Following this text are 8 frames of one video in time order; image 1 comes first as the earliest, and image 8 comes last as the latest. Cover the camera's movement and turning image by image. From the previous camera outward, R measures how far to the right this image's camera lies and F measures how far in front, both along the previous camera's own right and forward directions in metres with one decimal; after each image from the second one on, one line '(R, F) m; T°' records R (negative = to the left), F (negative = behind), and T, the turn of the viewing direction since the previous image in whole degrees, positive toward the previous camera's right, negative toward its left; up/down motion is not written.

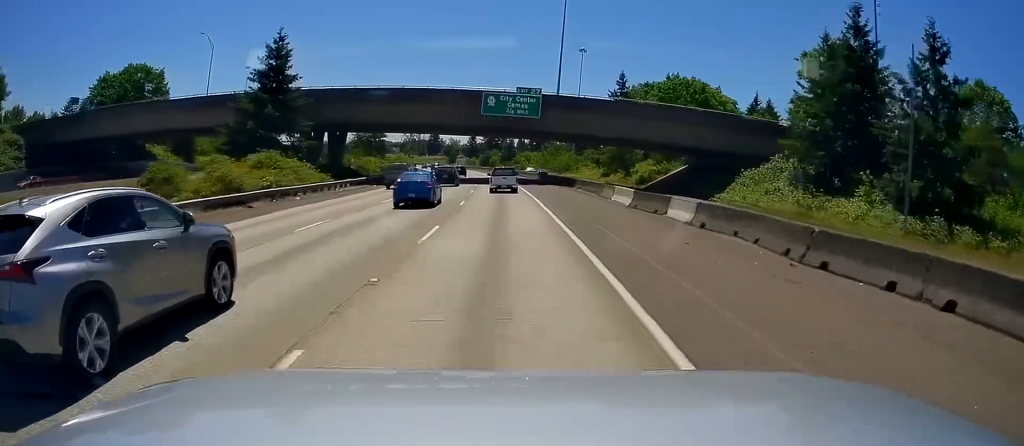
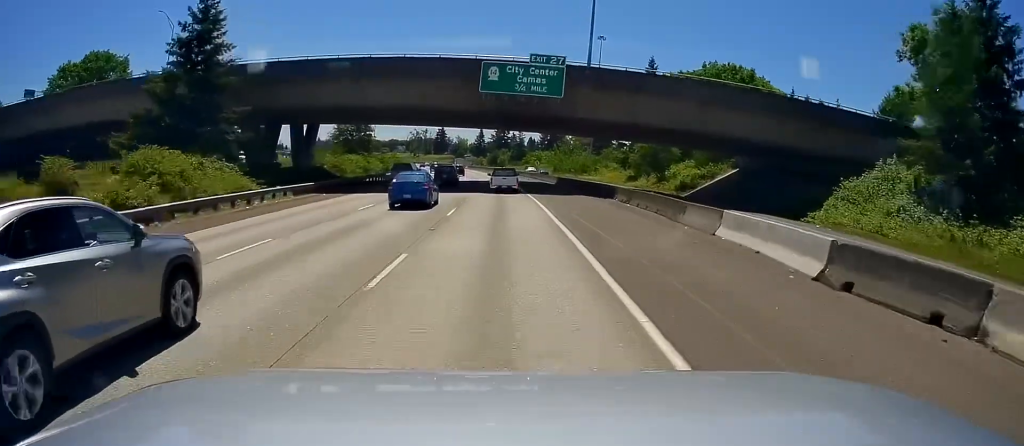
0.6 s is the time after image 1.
(+0.1, +16.9) m; 0°
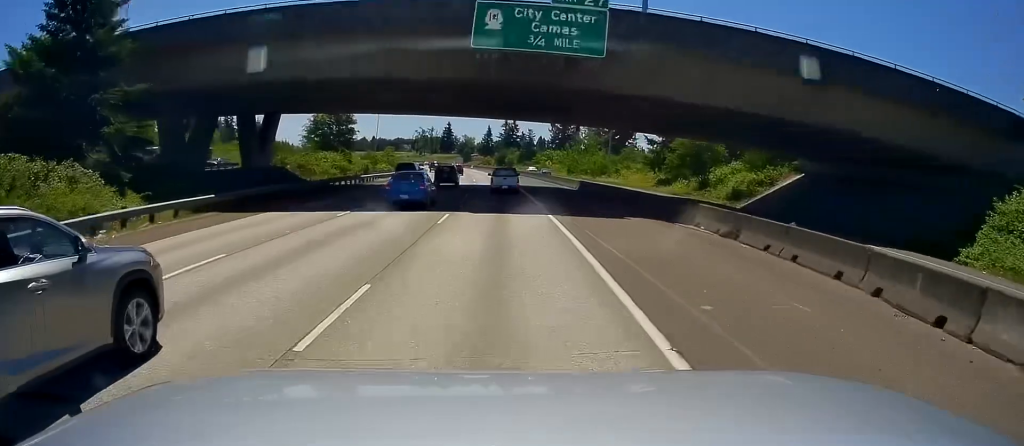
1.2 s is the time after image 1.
(+0.6, +14.7) m; +1°
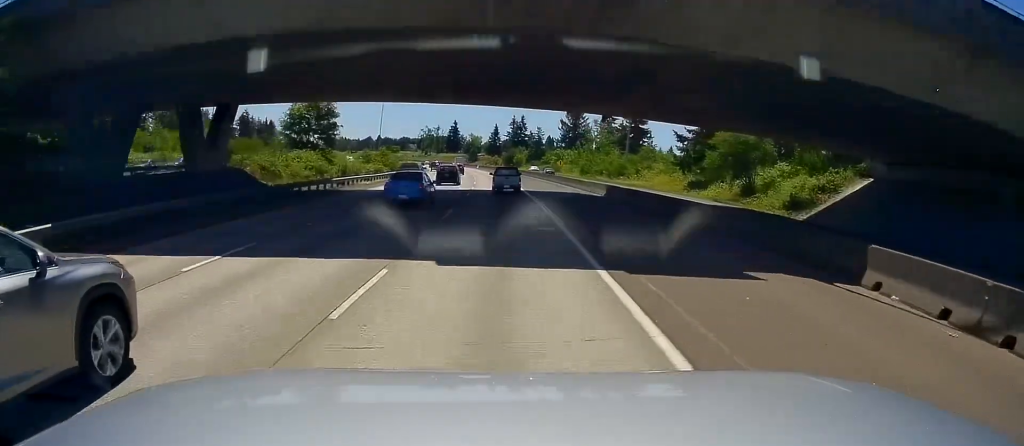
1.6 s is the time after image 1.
(-0.2, +10.8) m; -1°
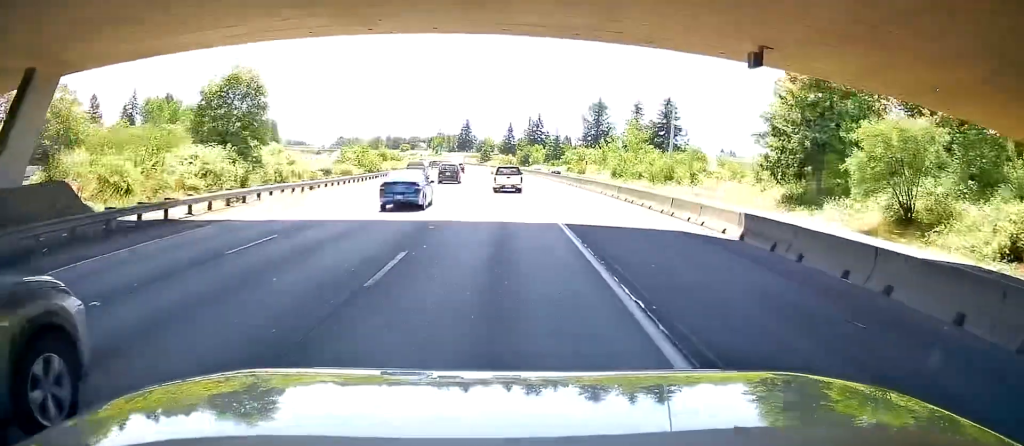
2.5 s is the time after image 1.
(-0.5, +22.5) m; -2°
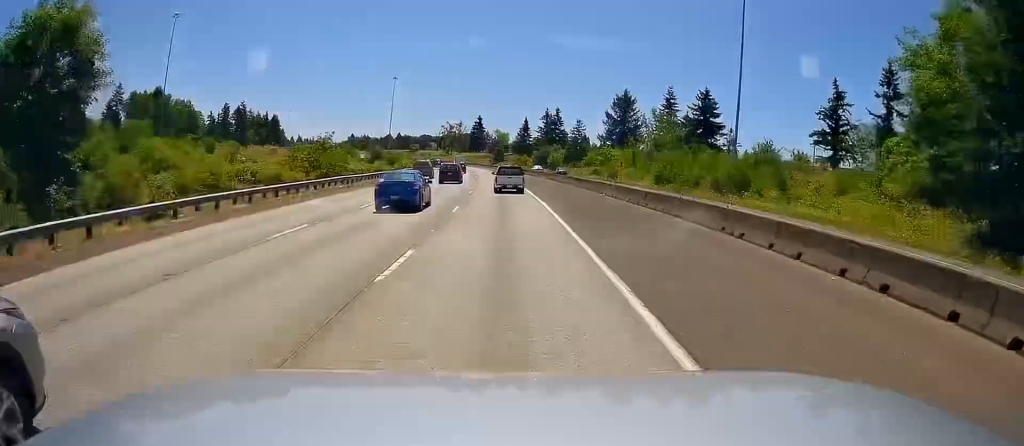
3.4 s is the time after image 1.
(-0.3, +22.3) m; -2°
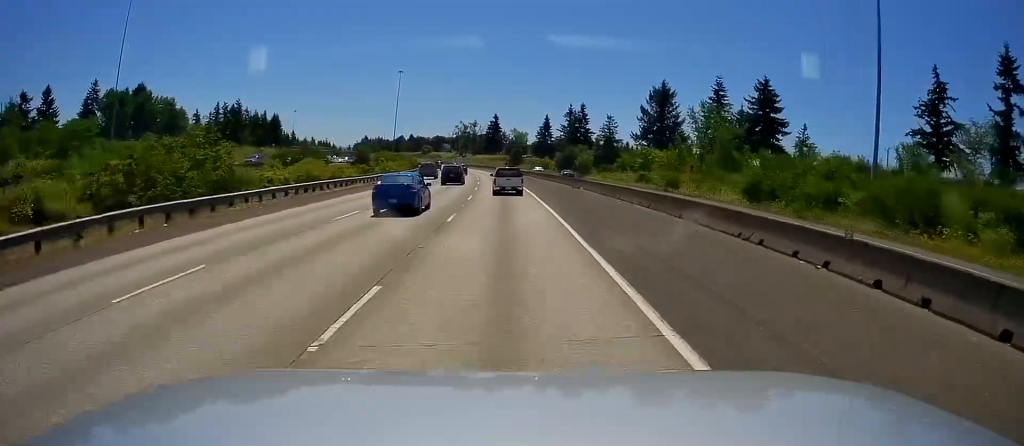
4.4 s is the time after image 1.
(-0.6, +27.9) m; -1°
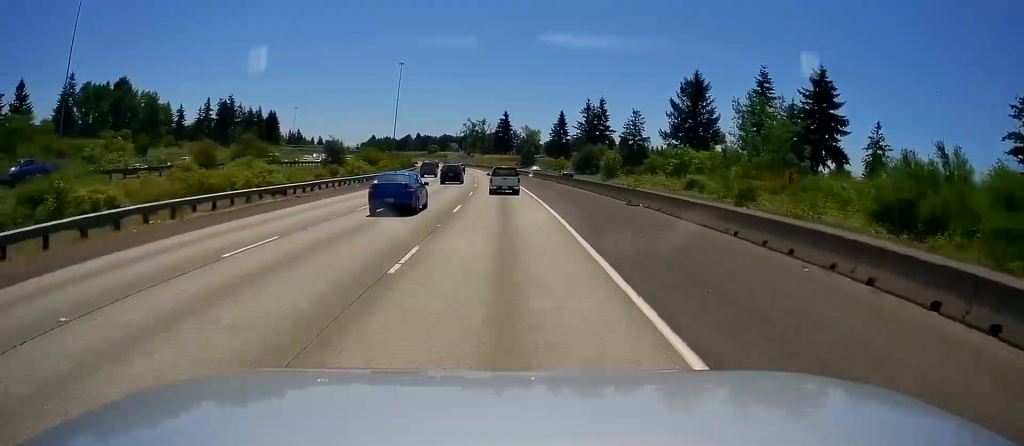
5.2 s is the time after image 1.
(+0.3, +20.8) m; -2°
